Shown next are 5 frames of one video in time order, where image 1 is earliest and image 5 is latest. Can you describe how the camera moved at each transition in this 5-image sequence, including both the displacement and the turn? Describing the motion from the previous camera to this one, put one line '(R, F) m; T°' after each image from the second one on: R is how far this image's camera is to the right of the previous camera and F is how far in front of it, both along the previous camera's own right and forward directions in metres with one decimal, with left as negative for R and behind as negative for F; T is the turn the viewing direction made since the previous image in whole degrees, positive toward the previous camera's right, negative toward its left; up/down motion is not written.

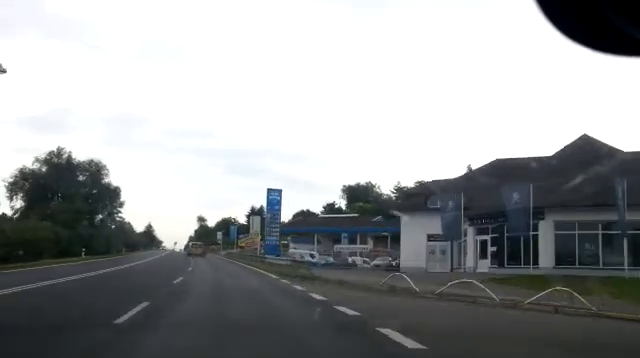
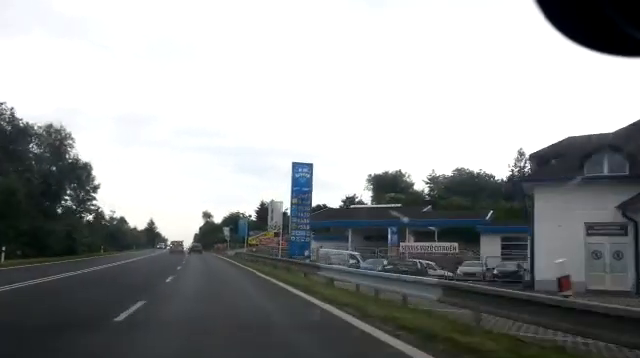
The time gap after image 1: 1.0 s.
(-0.9, +17.7) m; -3°
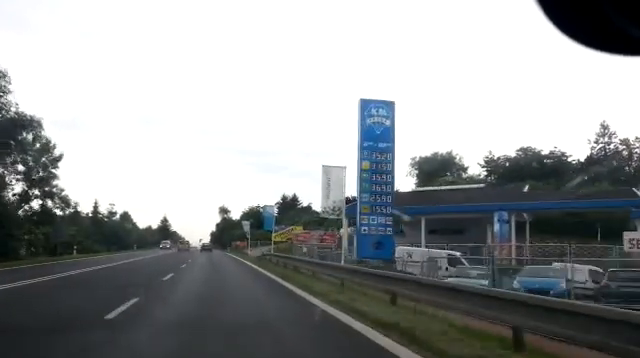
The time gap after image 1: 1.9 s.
(-0.1, +17.4) m; 0°
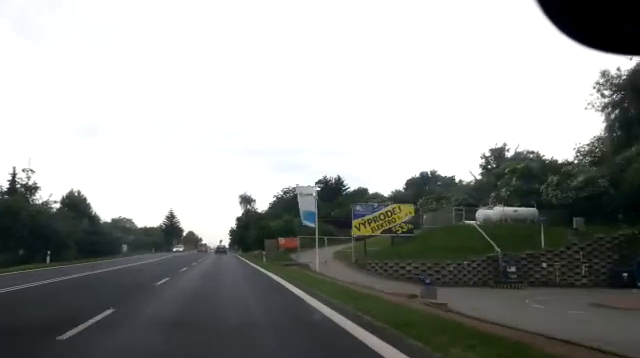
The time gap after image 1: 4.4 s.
(-1.6, +44.7) m; -4°
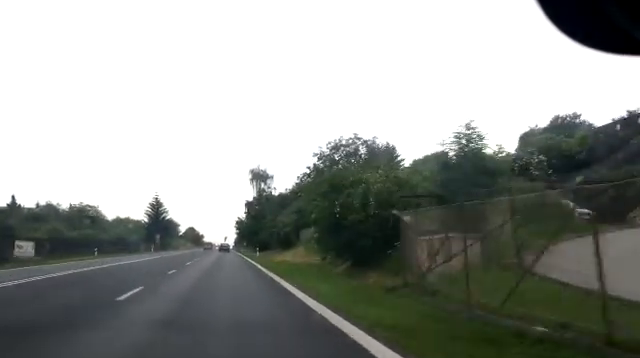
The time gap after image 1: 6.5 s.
(-0.1, +39.8) m; -1°
